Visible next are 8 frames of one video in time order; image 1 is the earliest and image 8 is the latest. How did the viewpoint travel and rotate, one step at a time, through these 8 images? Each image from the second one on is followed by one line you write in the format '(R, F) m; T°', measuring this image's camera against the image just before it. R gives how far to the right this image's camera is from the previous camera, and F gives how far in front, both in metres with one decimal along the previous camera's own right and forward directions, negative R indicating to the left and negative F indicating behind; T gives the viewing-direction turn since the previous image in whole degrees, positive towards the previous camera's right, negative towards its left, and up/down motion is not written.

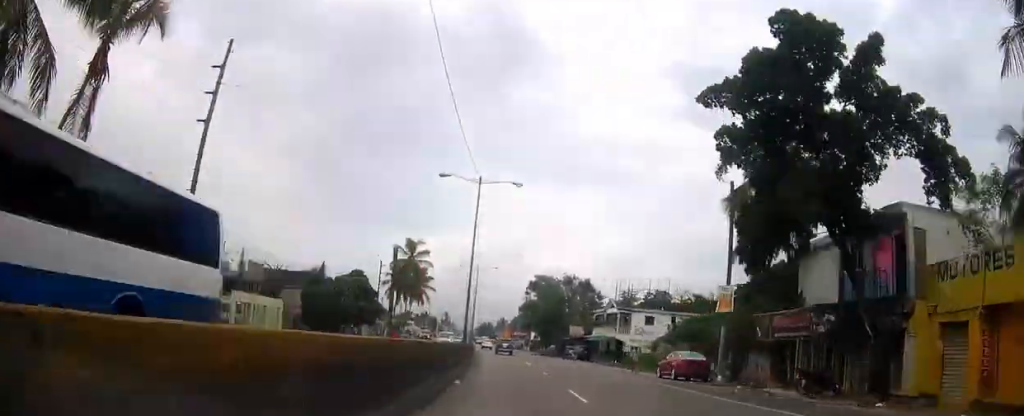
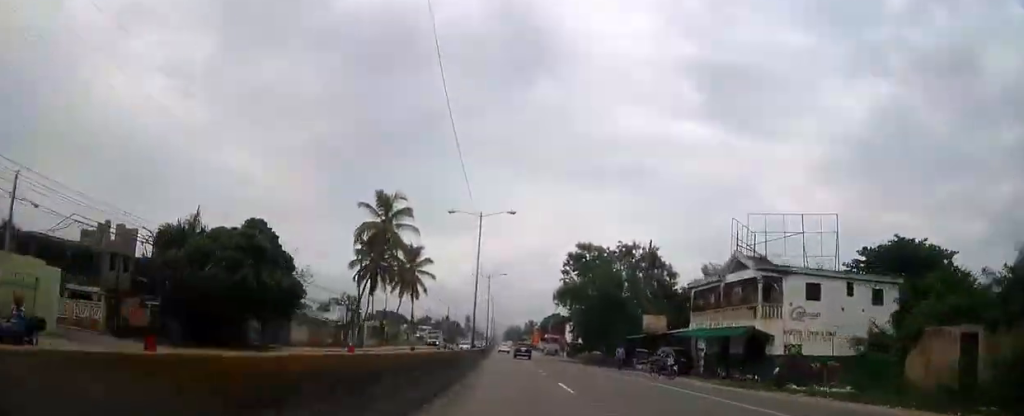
(-0.9, +33.7) m; -2°
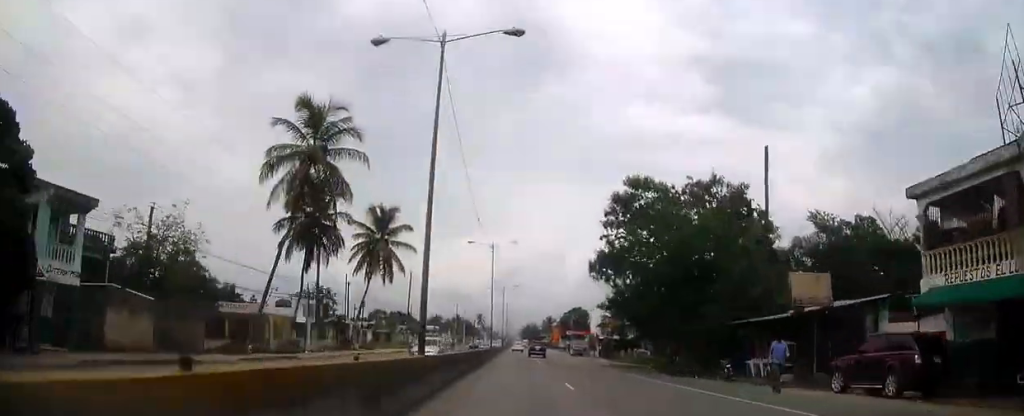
(-0.5, +23.9) m; -1°
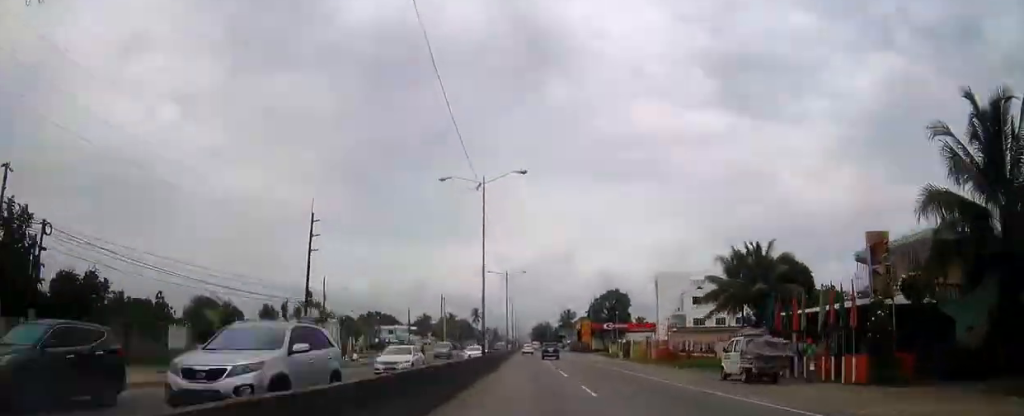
(-1.0, +64.5) m; -1°
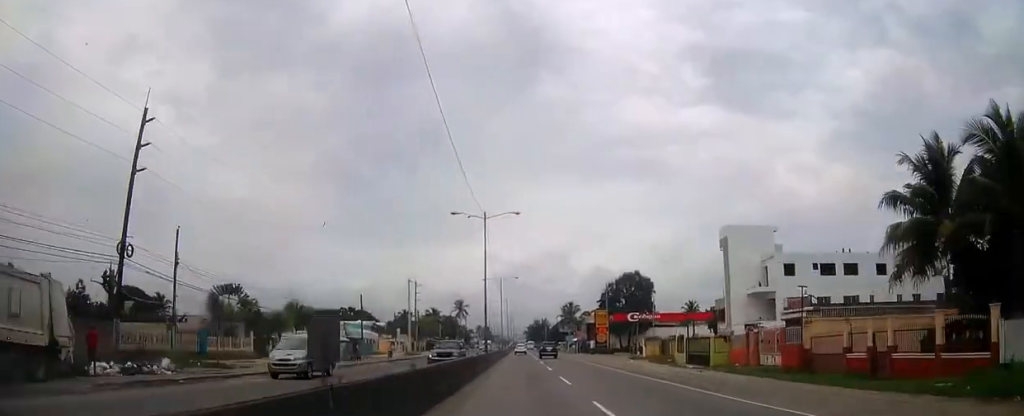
(0.0, +31.9) m; 0°
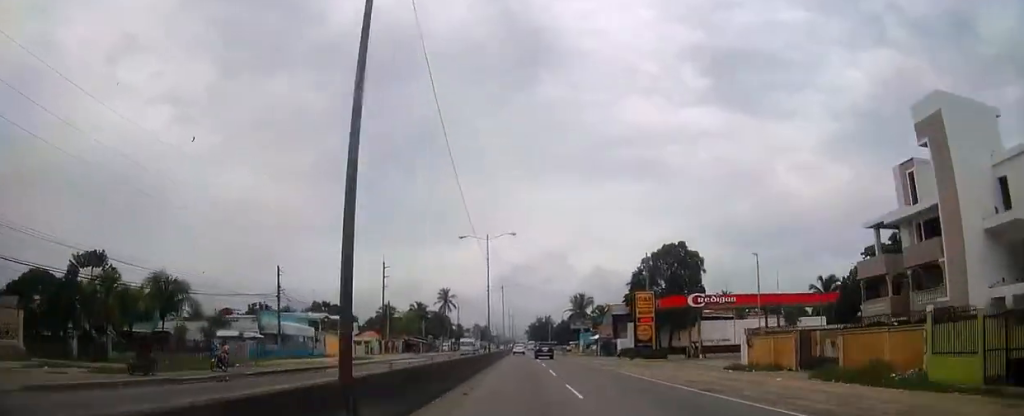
(0.0, +30.2) m; 0°
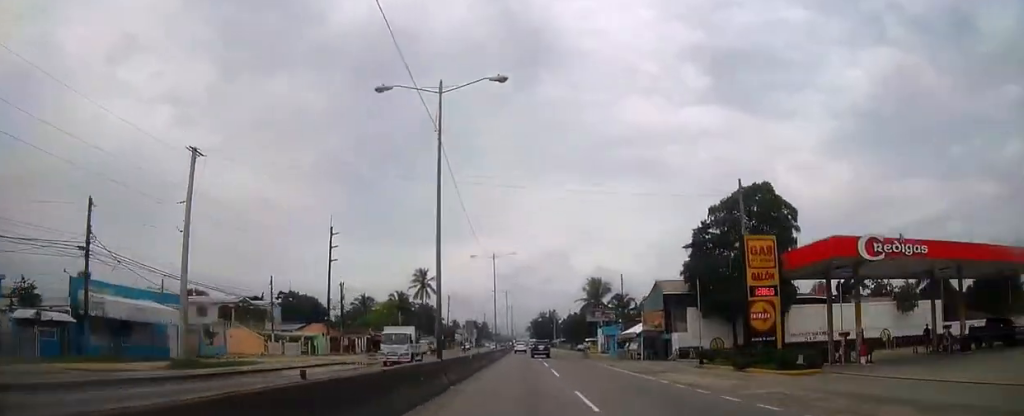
(0.0, +28.5) m; 0°
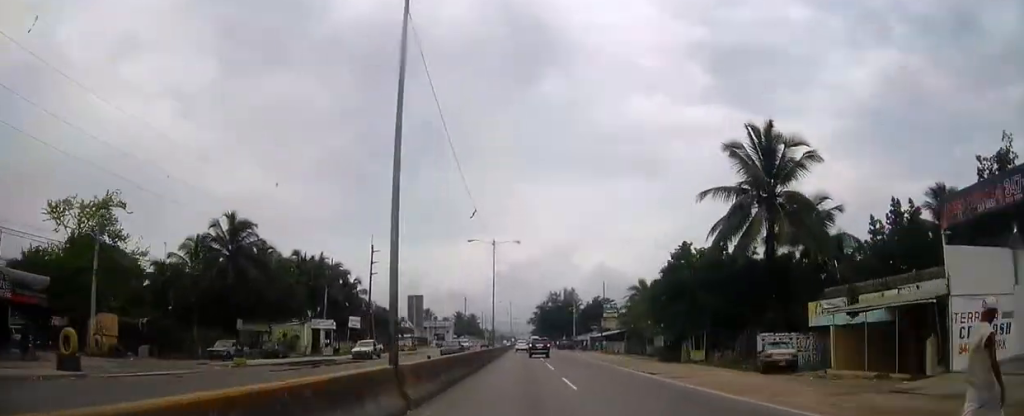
(-0.4, +86.4) m; 0°
